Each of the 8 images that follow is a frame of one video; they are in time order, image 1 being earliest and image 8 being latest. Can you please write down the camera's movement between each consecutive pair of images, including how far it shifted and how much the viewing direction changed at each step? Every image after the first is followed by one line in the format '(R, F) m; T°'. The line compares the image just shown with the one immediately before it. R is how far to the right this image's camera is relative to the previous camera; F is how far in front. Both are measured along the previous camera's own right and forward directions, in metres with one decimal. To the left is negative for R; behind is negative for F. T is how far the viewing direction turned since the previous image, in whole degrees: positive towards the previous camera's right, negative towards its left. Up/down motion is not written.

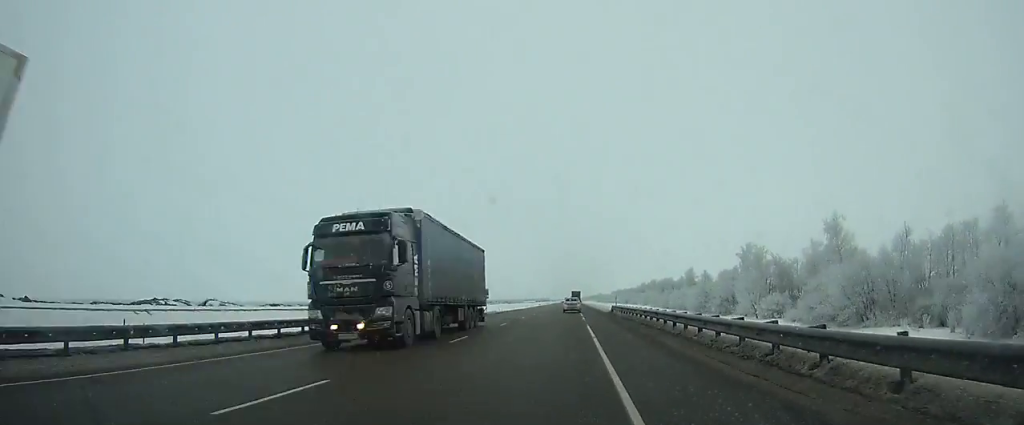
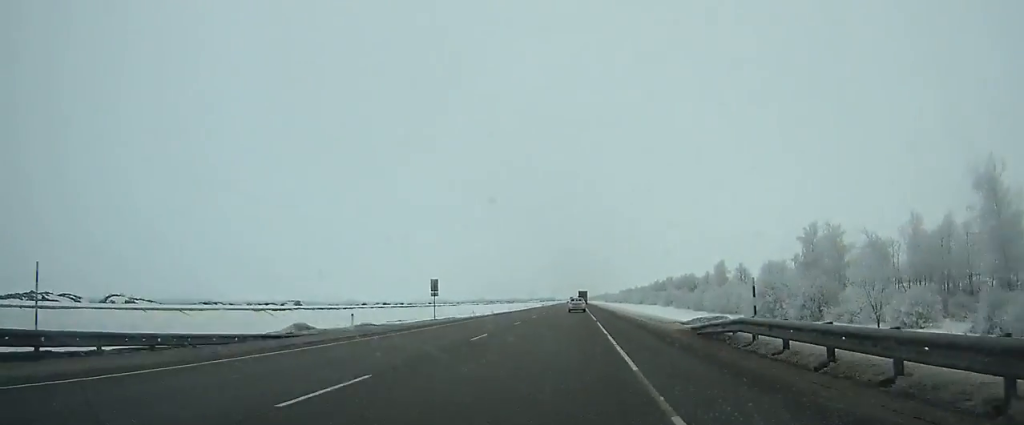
(0.0, +36.9) m; 0°
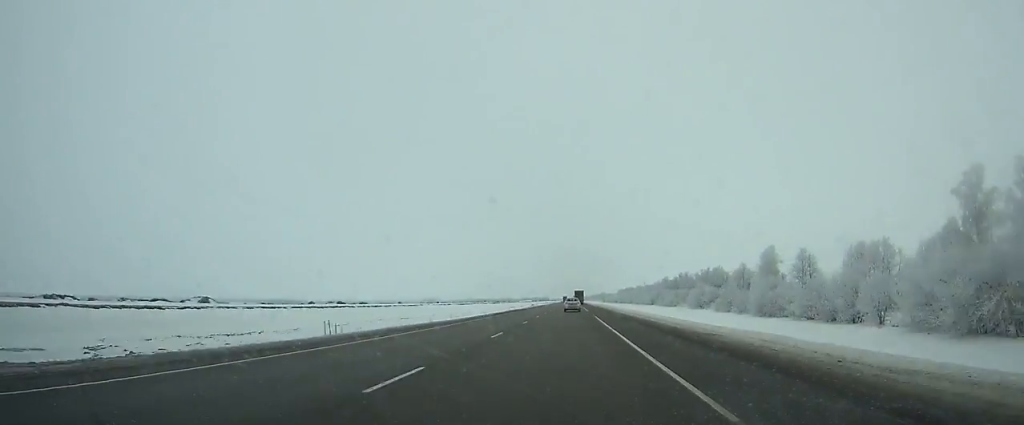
(0.0, +47.6) m; 0°
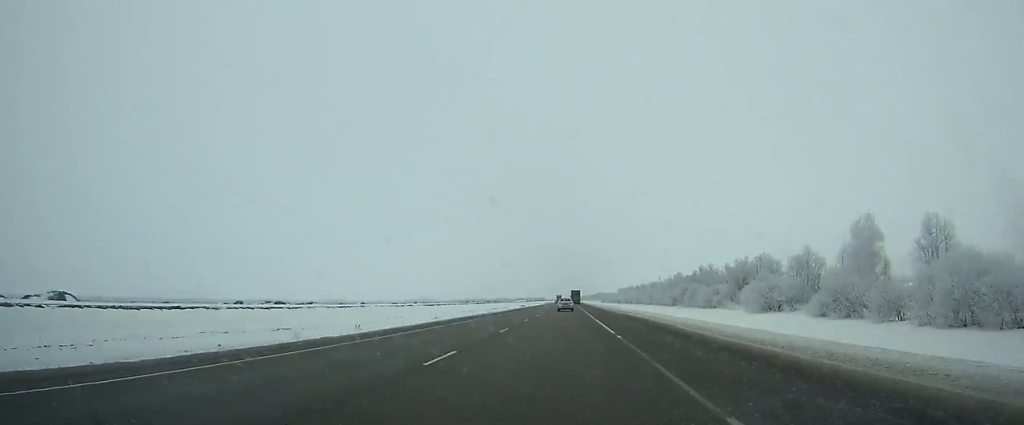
(+0.2, +45.5) m; 0°
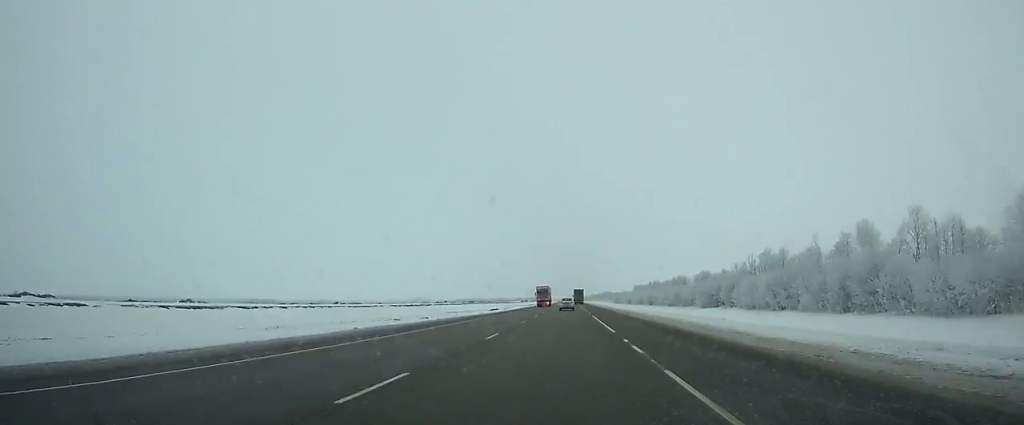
(+0.2, +114.2) m; 0°
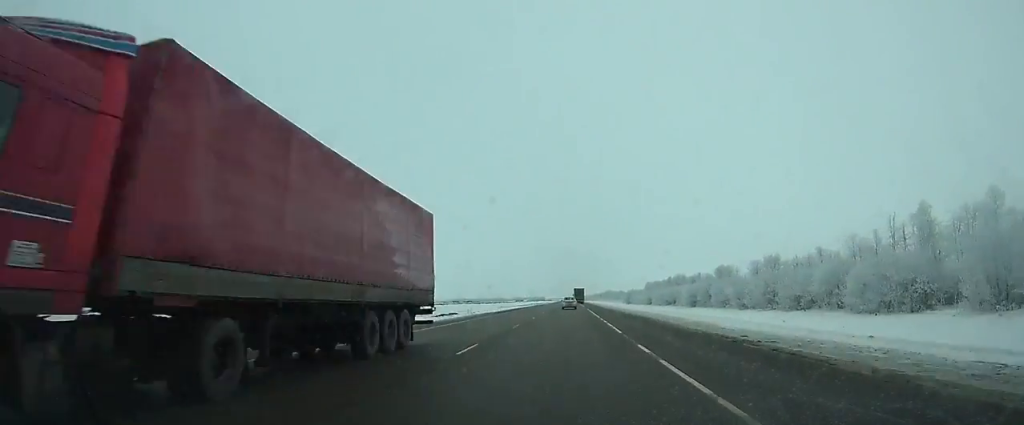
(-0.3, +66.5) m; 0°
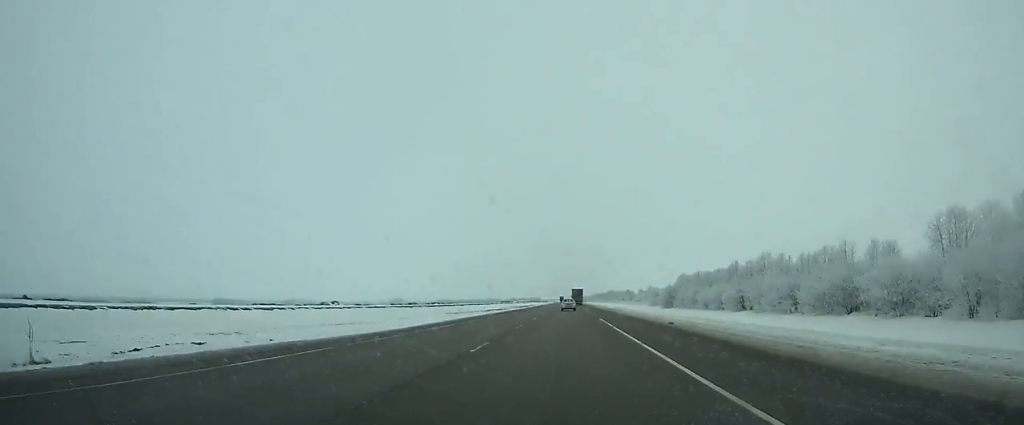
(+0.4, +108.6) m; 0°
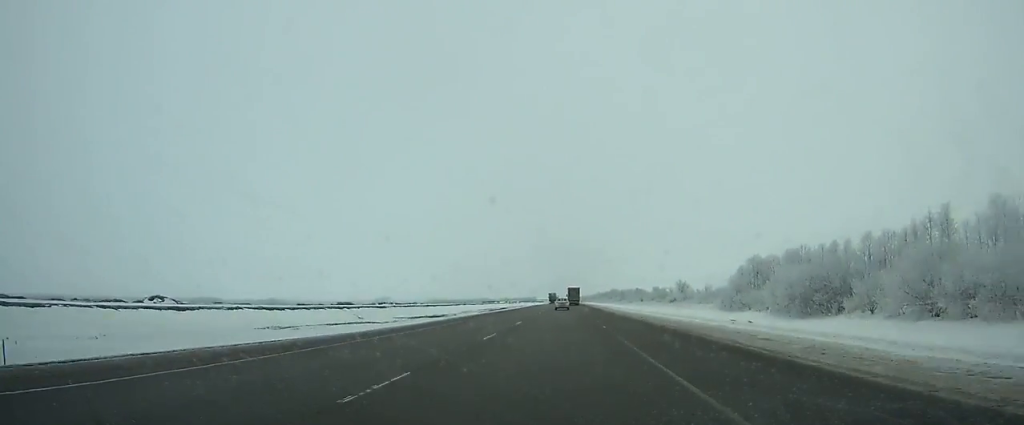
(+0.1, +90.9) m; 0°
